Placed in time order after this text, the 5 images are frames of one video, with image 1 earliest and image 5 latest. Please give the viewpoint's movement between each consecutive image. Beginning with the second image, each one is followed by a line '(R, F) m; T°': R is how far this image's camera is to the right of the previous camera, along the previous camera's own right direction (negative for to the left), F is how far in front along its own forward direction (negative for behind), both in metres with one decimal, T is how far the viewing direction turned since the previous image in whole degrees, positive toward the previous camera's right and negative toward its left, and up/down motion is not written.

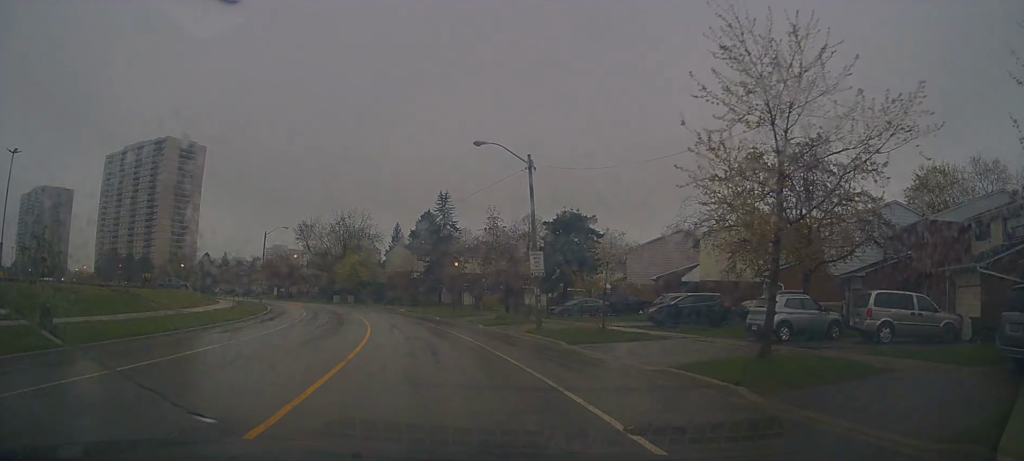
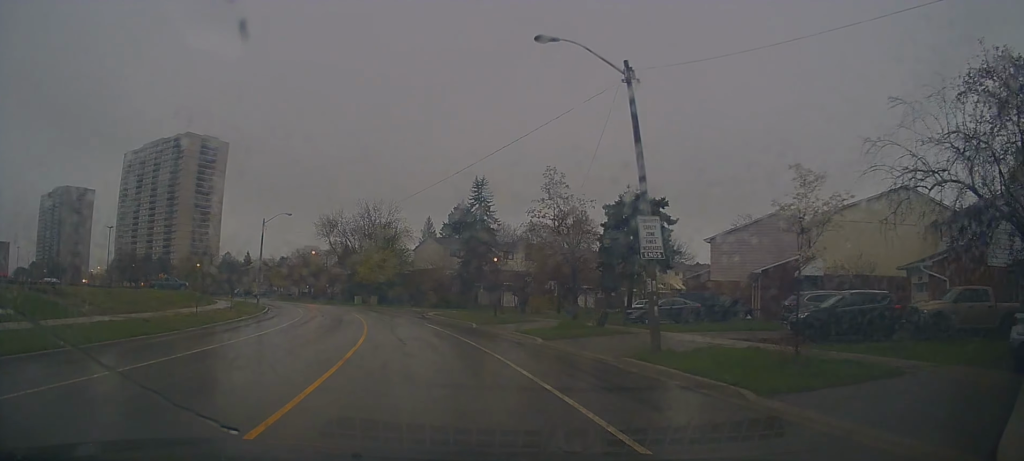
(-0.6, +10.5) m; -5°
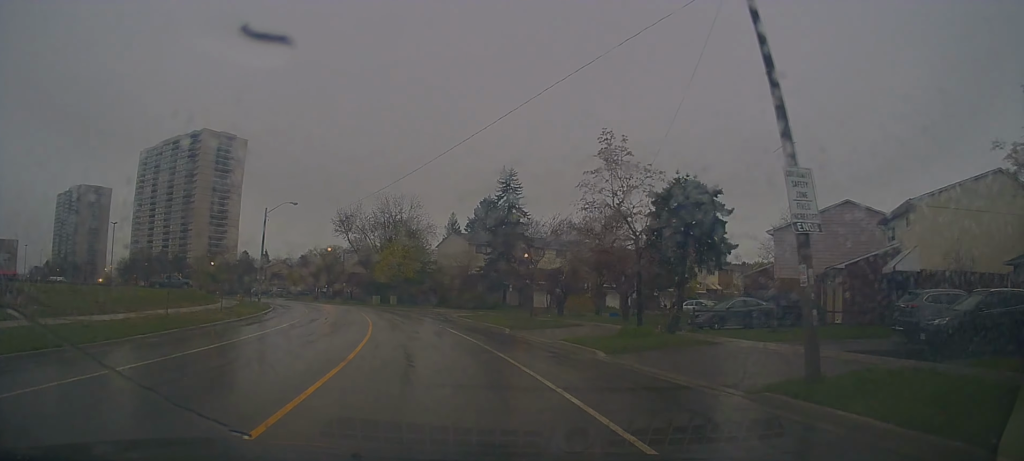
(0.0, +5.3) m; -2°
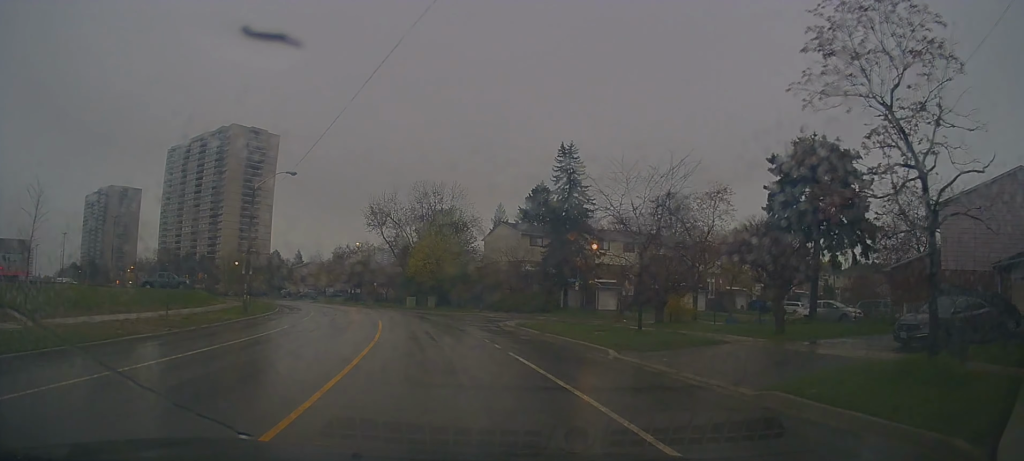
(-0.5, +11.3) m; -4°
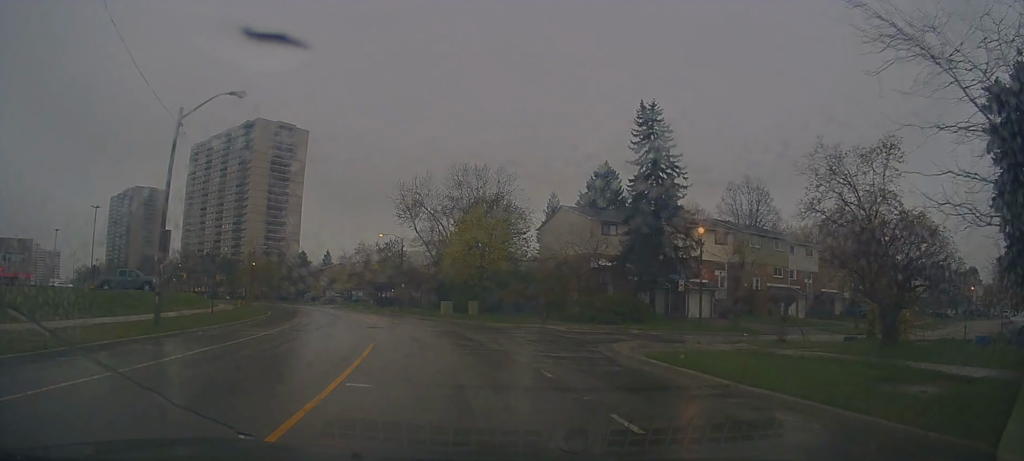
(-0.4, +14.0) m; -2°
